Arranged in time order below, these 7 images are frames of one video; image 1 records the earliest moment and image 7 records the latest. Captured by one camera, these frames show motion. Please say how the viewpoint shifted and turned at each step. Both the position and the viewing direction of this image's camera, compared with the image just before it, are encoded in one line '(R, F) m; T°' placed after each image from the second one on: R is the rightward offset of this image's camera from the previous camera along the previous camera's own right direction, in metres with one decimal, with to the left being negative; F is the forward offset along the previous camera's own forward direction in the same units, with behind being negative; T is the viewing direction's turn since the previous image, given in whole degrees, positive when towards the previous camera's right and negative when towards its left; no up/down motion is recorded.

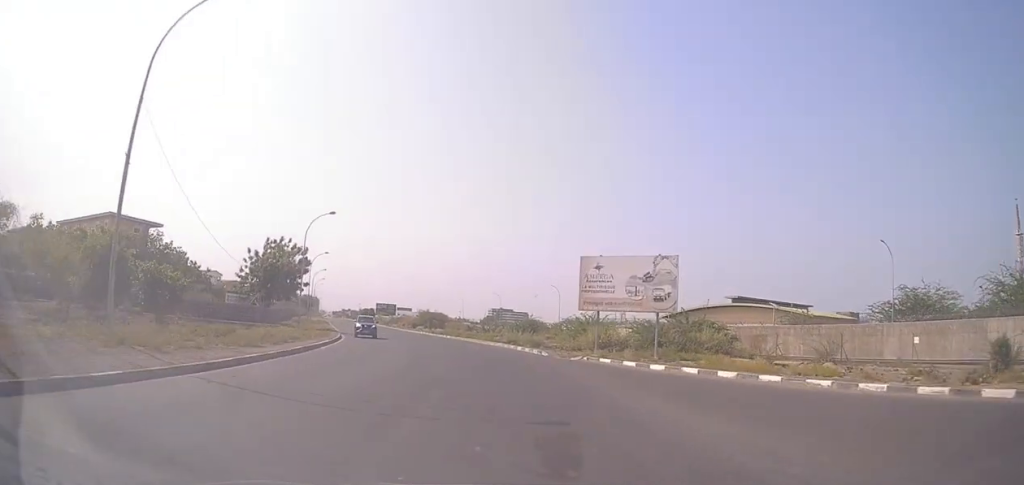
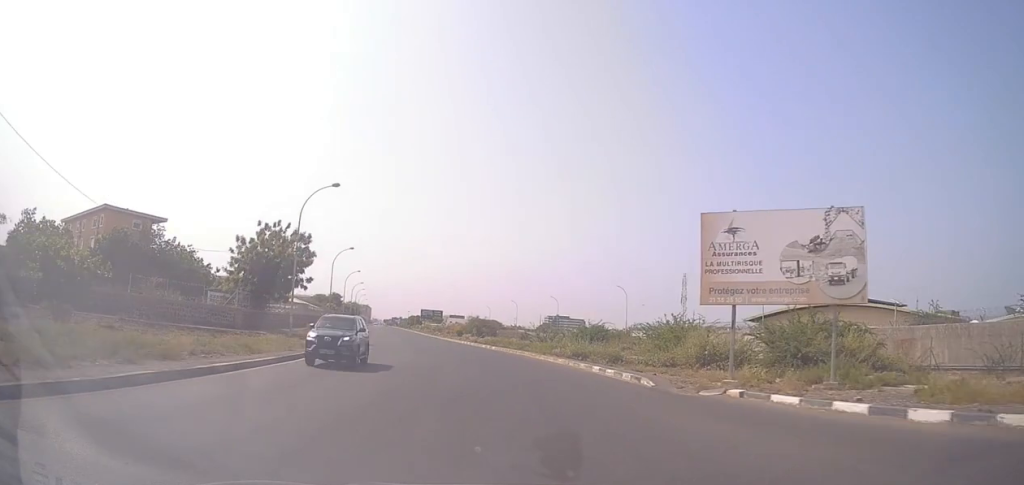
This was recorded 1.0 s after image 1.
(-0.7, +14.3) m; -5°
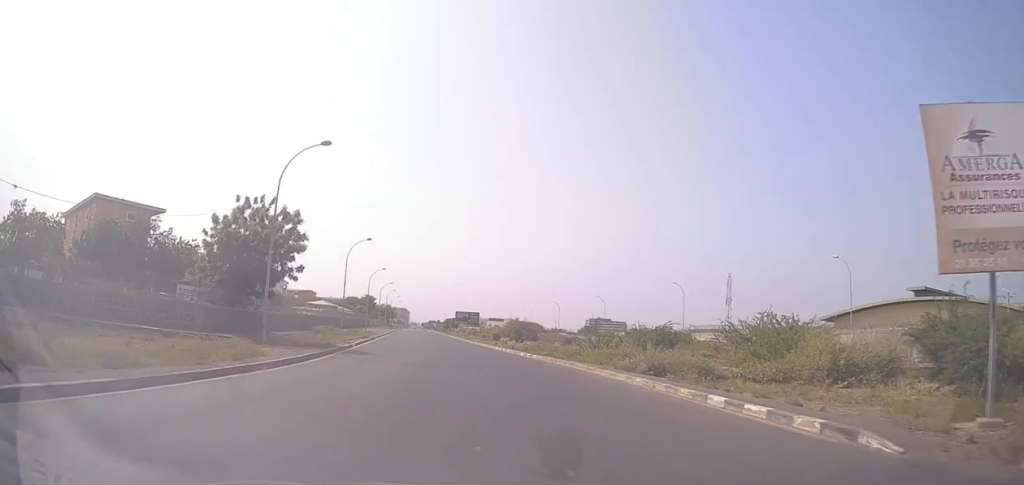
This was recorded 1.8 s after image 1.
(-0.1, +10.8) m; -4°
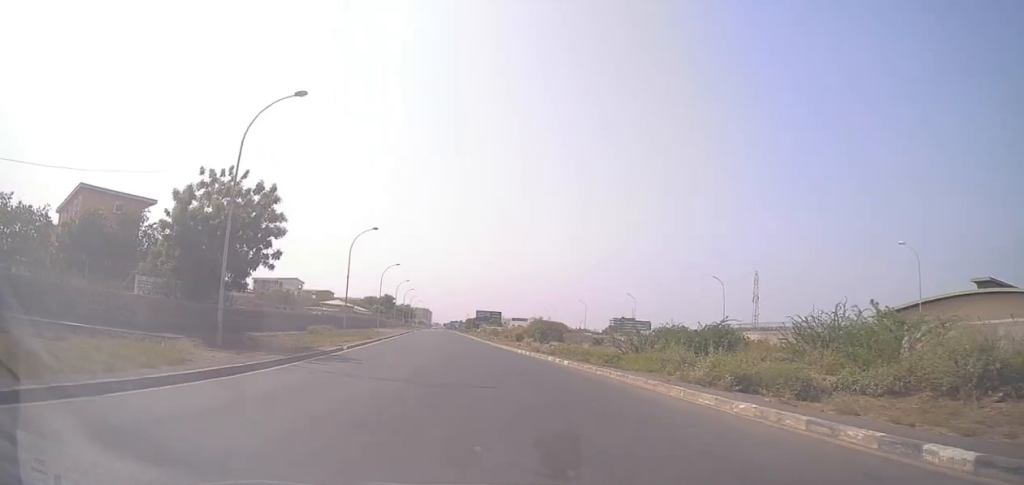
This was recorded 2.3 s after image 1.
(-0.4, +7.6) m; -4°
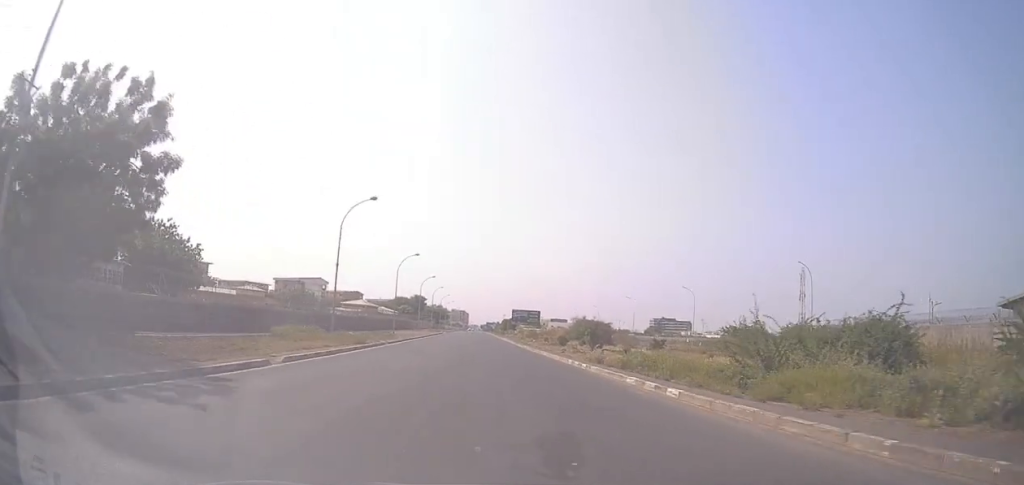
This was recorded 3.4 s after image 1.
(-0.8, +14.8) m; -5°
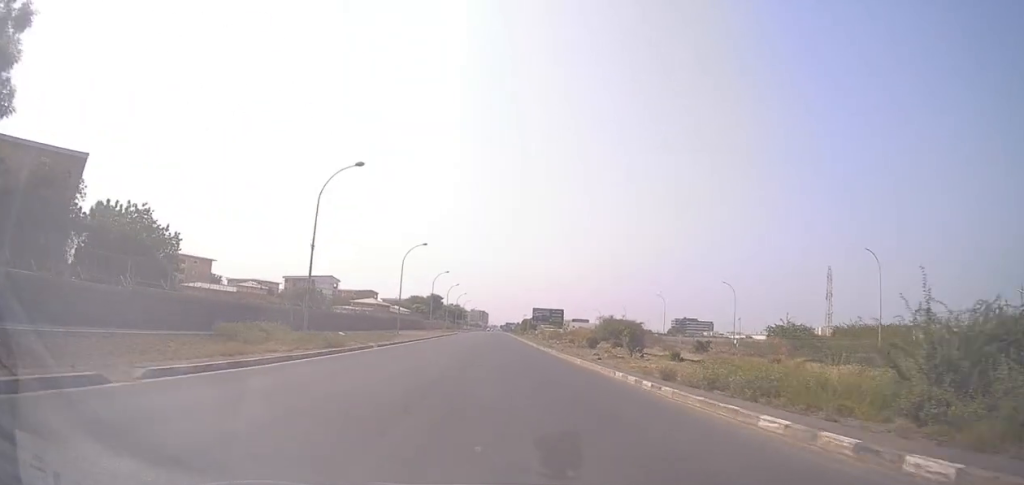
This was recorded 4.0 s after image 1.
(-0.2, +9.8) m; -1°
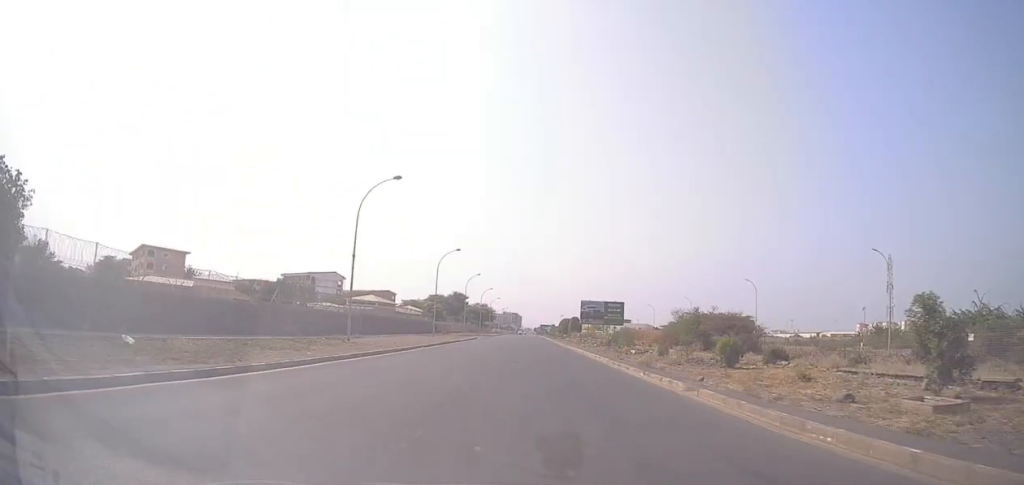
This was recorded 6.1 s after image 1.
(-0.5, +31.5) m; -2°
